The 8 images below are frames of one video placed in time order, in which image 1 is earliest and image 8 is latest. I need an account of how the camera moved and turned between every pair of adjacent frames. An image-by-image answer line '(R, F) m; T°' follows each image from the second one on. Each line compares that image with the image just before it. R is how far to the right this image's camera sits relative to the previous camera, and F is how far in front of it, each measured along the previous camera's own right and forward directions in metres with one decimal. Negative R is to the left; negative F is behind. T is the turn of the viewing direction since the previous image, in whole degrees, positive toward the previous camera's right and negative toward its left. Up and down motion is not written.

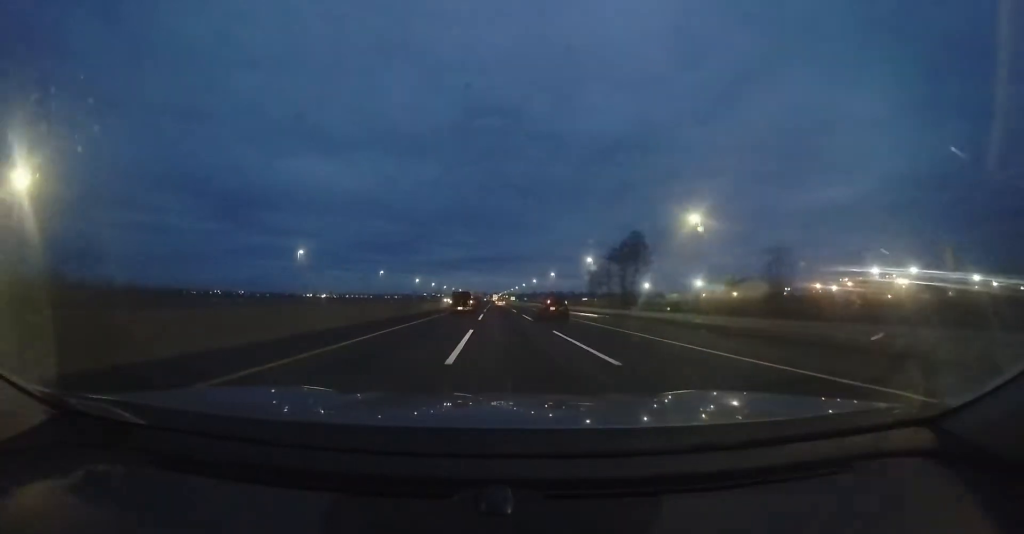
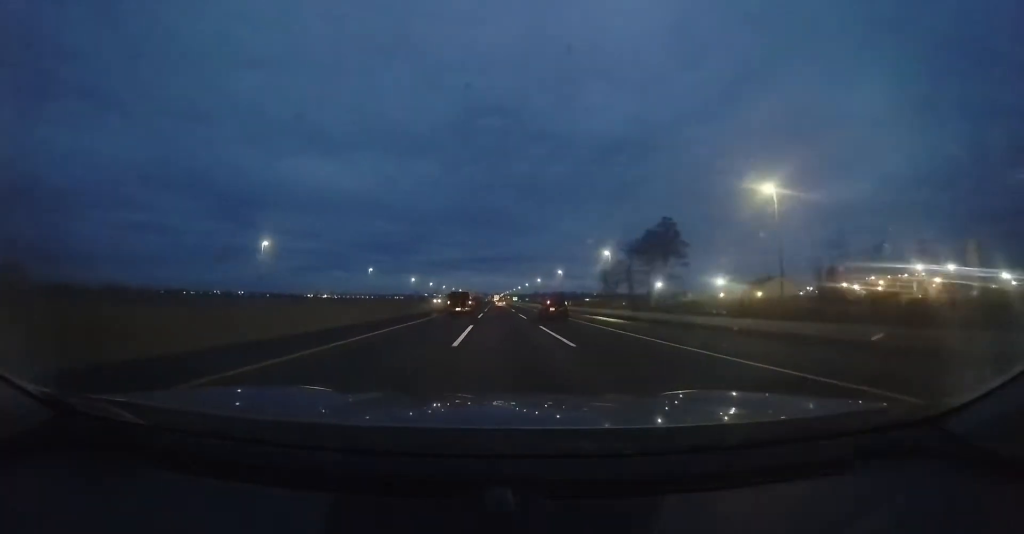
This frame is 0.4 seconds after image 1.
(0.0, +12.5) m; 0°
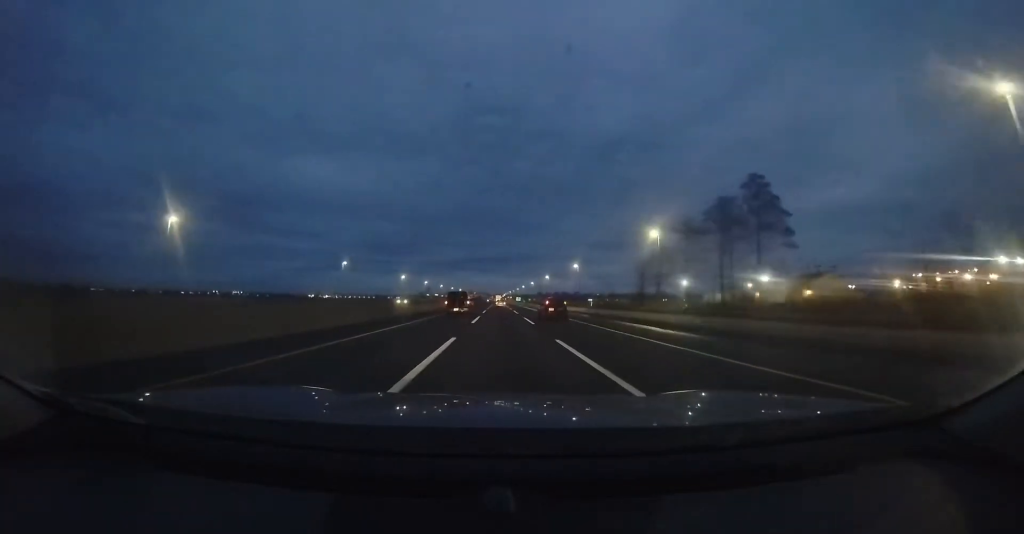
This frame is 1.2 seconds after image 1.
(-0.2, +20.9) m; -1°
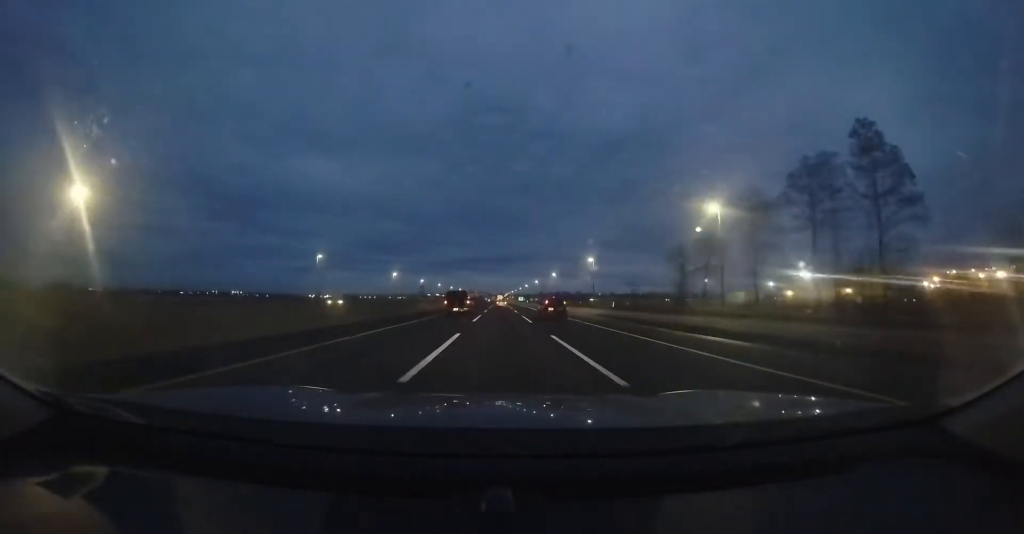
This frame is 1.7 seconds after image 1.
(0.0, +14.2) m; 0°
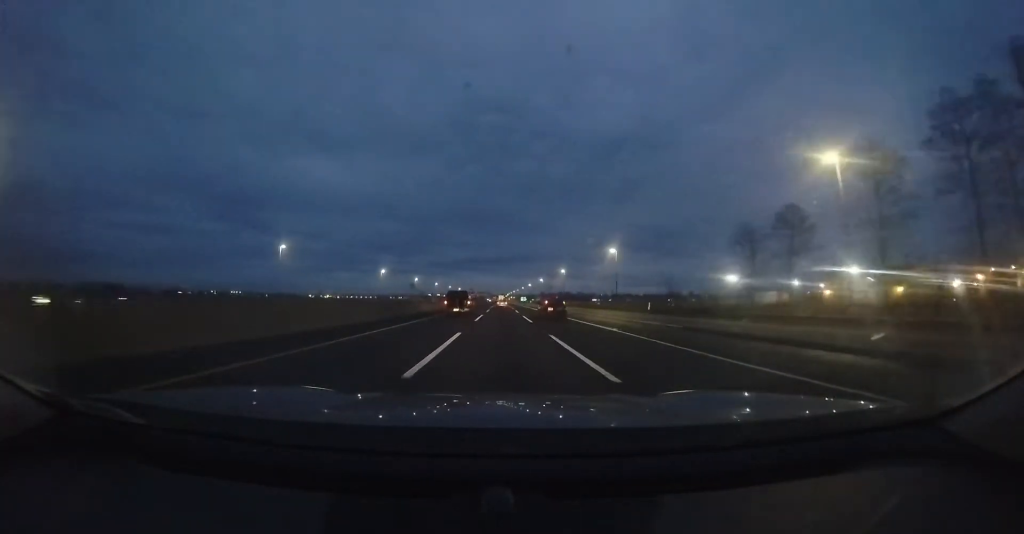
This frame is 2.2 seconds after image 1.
(0.0, +15.1) m; 0°
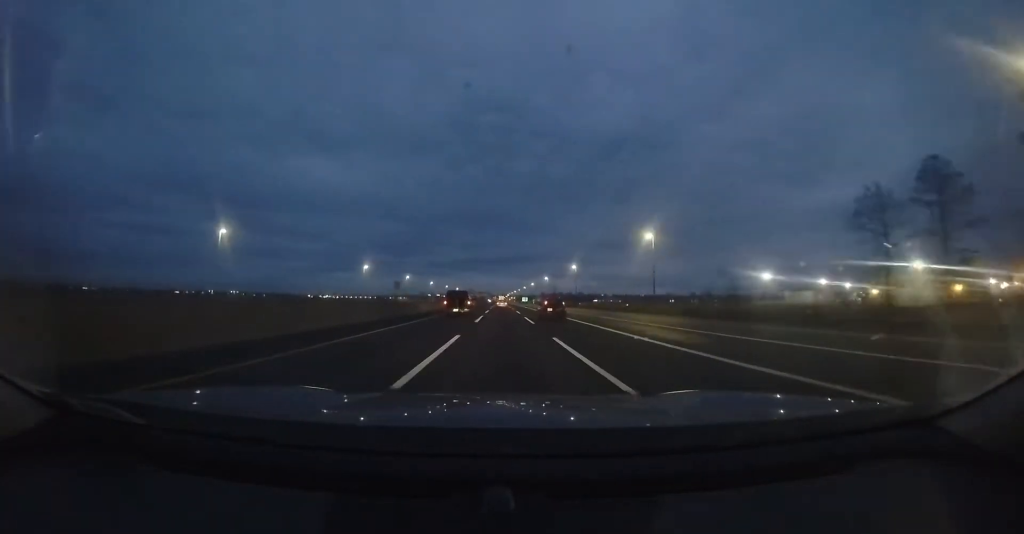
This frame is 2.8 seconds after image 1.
(0.0, +16.1) m; 0°
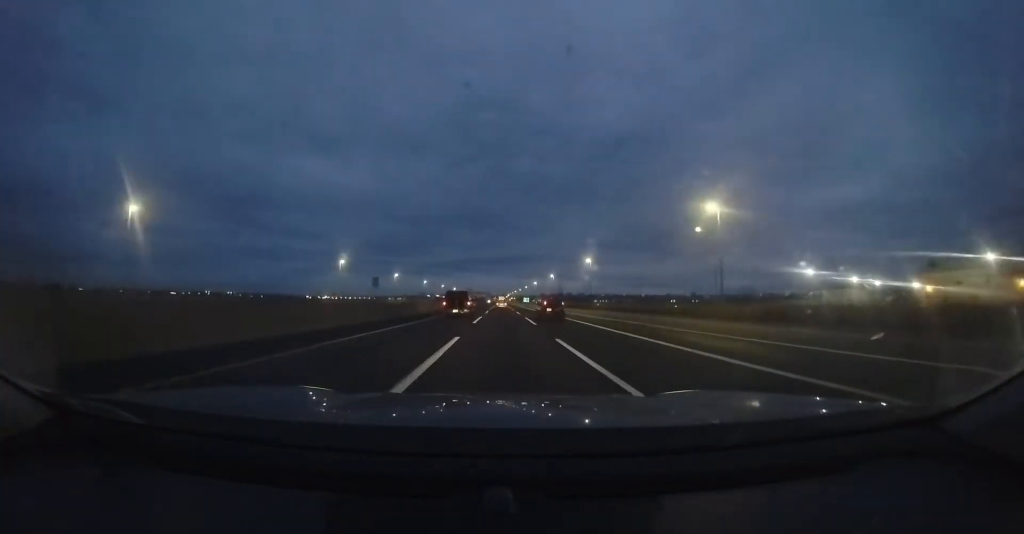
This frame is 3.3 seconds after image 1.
(0.0, +16.0) m; 0°
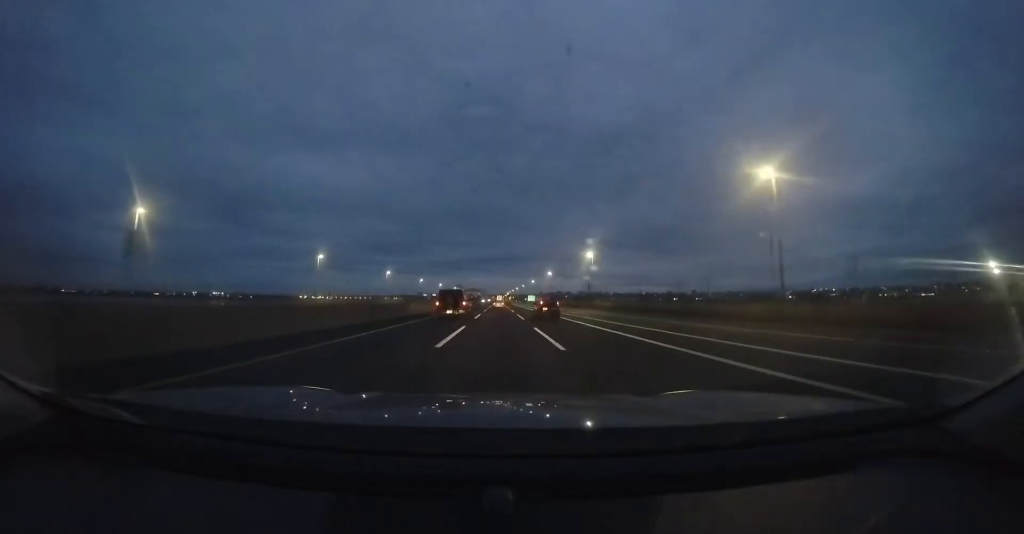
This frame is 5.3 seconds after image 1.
(+0.1, +56.4) m; 0°
